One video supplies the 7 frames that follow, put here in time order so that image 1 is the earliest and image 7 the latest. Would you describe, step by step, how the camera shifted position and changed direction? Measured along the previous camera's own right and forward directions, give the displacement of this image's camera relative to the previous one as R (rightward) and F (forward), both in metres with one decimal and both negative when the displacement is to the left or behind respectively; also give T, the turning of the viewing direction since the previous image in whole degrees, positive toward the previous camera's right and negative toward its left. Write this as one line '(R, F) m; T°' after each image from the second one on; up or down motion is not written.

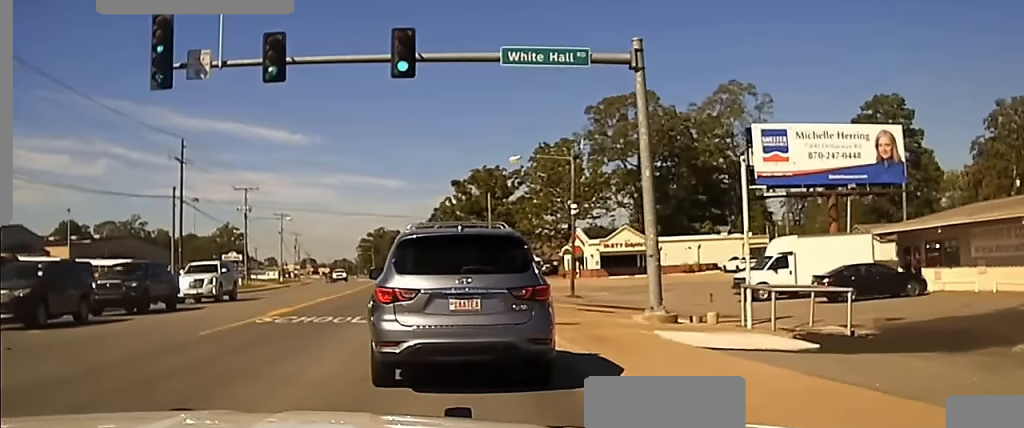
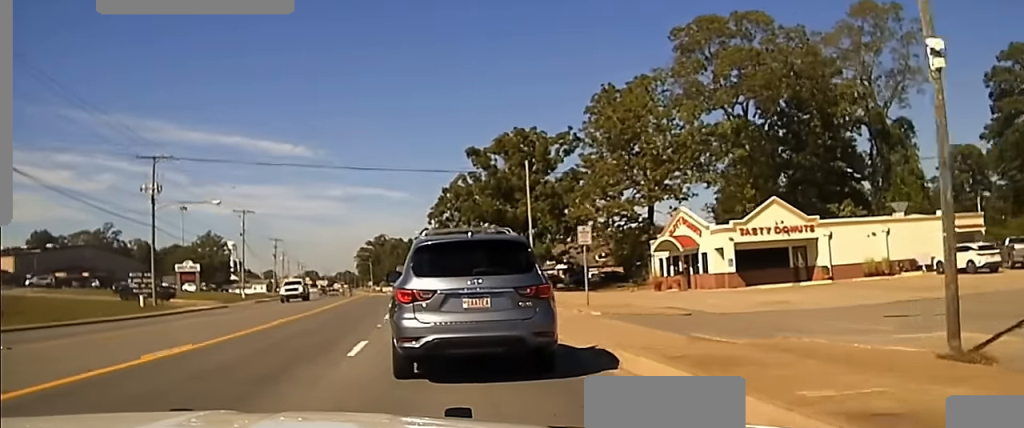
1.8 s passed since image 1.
(-0.6, +35.8) m; -1°
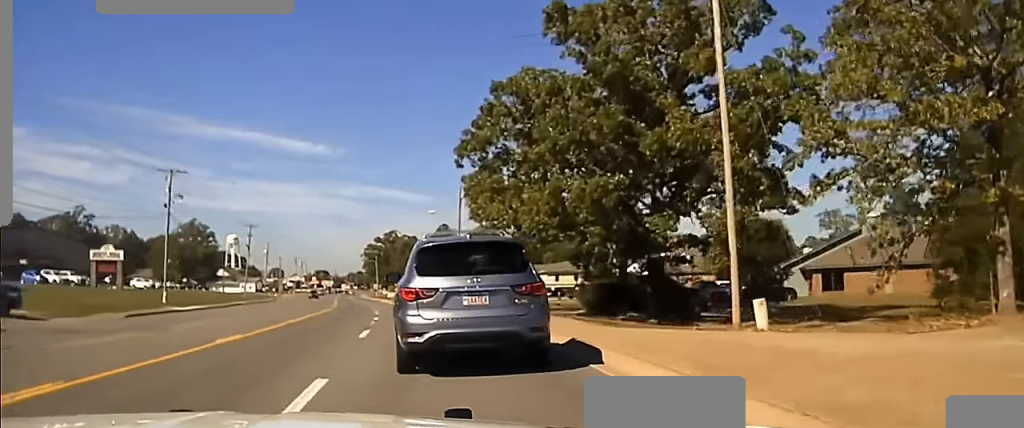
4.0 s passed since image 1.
(+0.6, +41.4) m; +1°
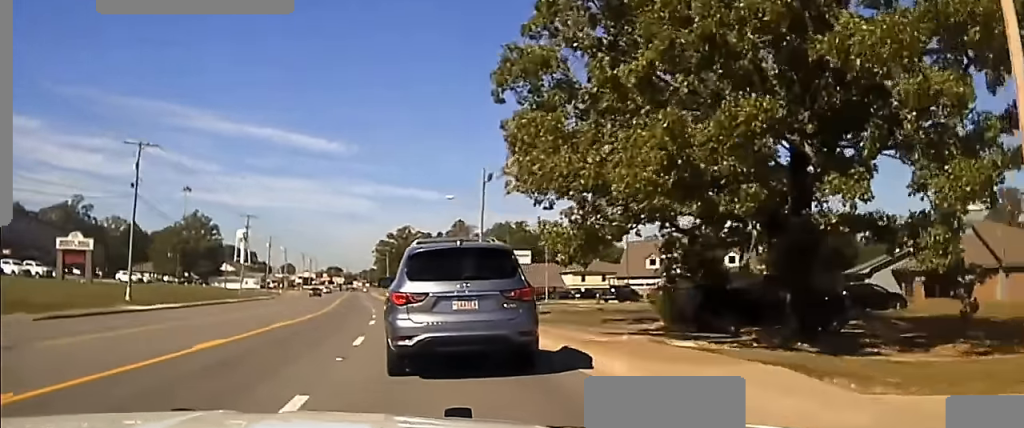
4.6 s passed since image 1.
(-0.2, +11.9) m; -1°
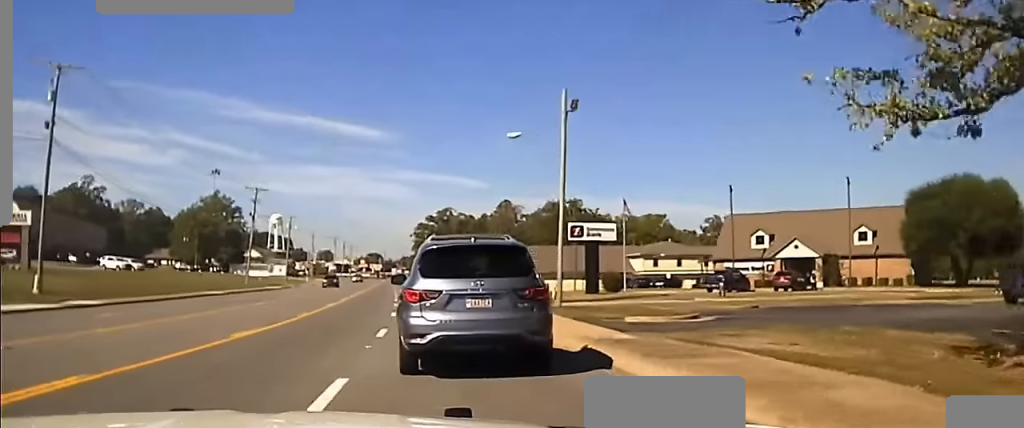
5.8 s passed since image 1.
(-0.4, +20.9) m; -2°
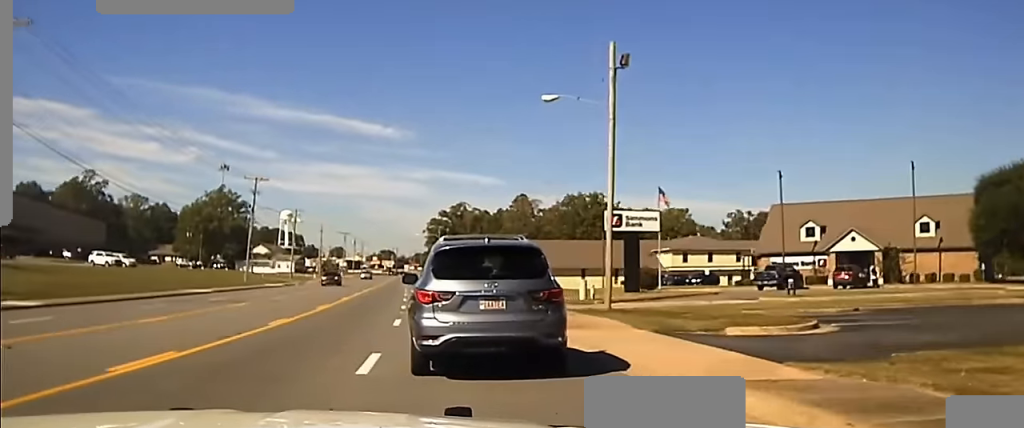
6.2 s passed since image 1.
(+0.1, +8.1) m; -1°
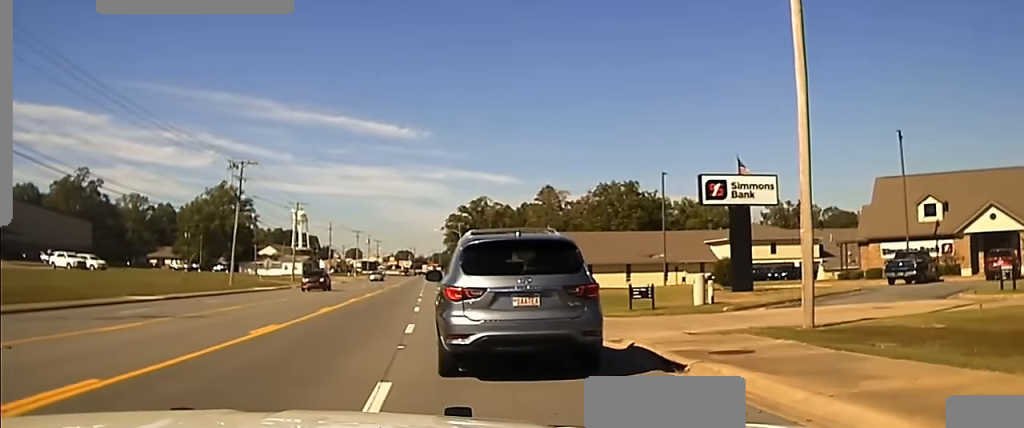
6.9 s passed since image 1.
(-0.3, +15.4) m; -1°
